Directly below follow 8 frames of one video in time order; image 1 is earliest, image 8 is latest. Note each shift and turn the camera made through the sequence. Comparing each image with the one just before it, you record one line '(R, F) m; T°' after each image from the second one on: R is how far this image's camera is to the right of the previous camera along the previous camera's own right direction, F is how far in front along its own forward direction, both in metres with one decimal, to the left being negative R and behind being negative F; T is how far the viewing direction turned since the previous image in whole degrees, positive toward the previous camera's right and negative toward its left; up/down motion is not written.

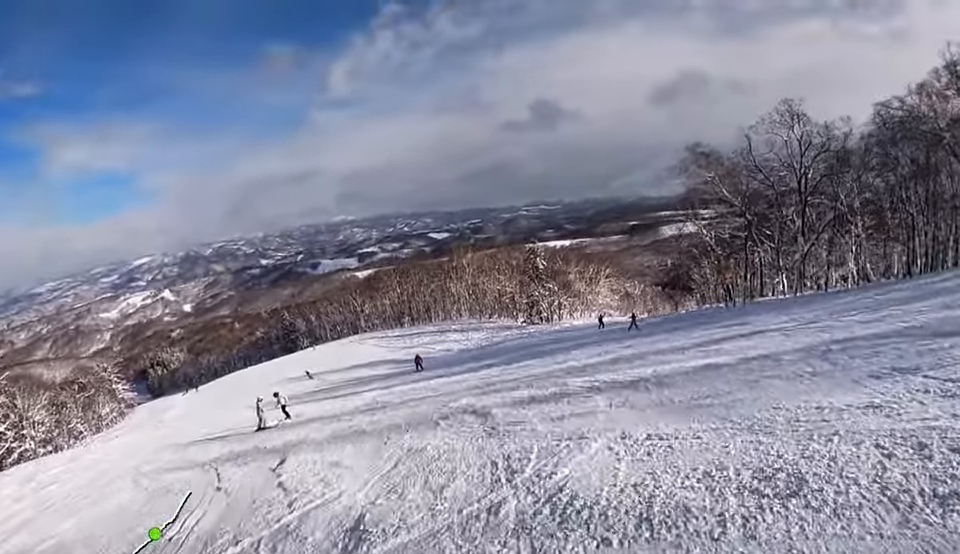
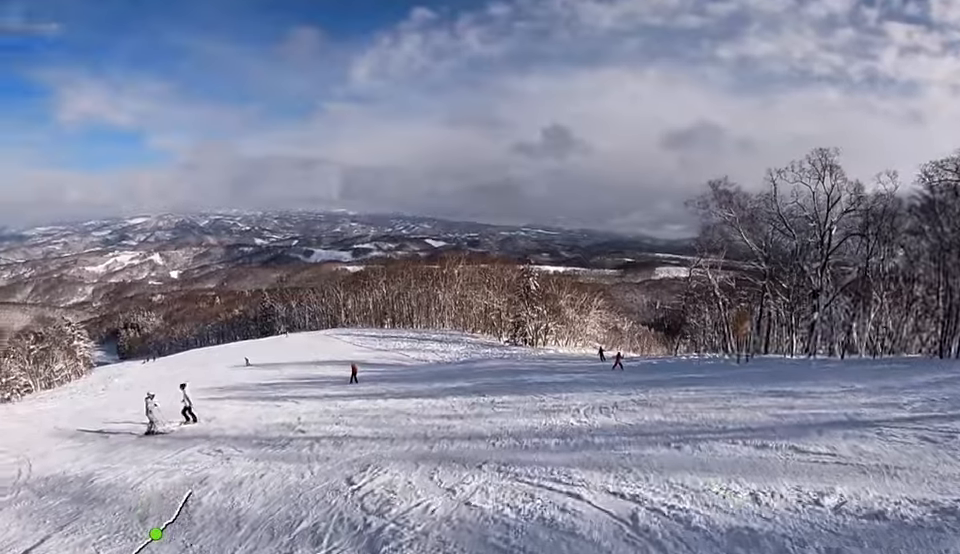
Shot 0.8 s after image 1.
(+1.6, +5.1) m; +4°
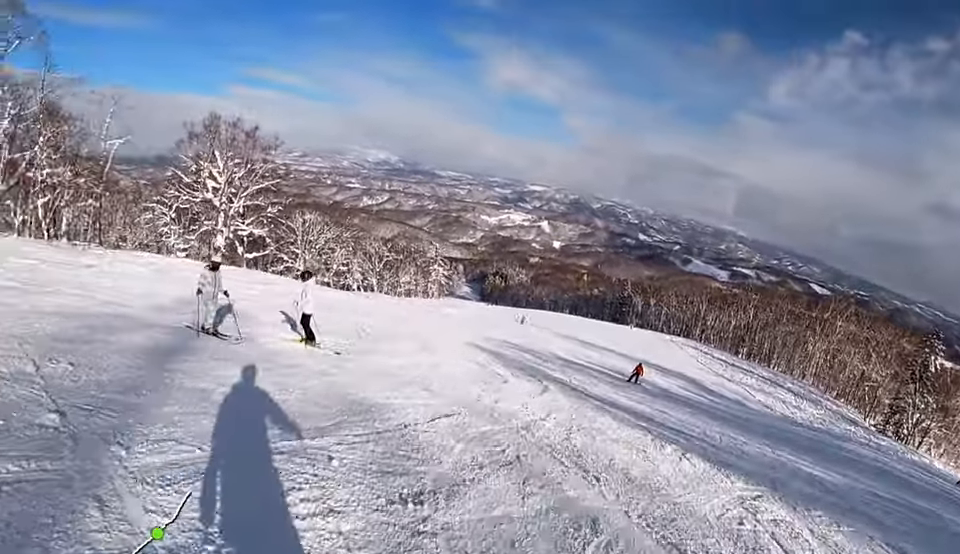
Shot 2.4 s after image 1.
(-2.4, +10.7) m; -27°
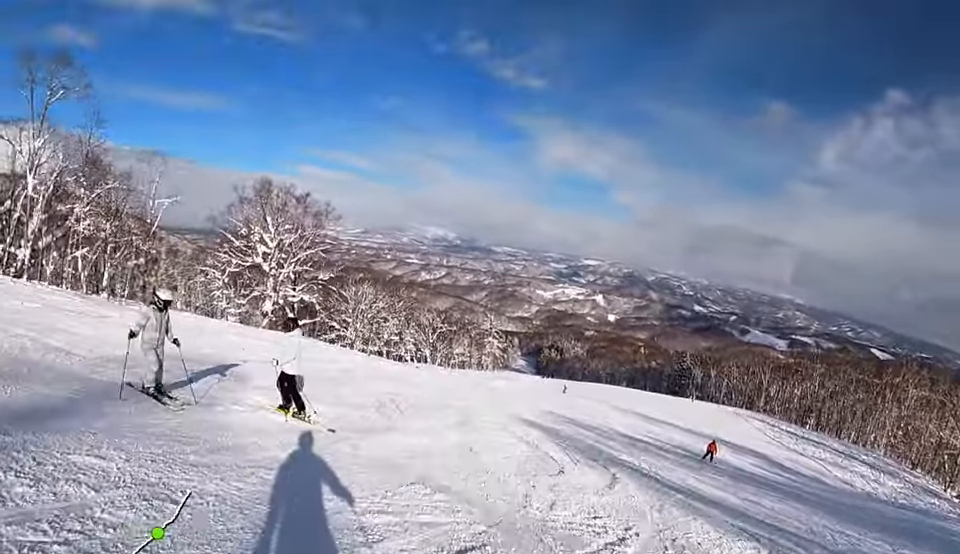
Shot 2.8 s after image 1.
(0.0, +3.0) m; -9°
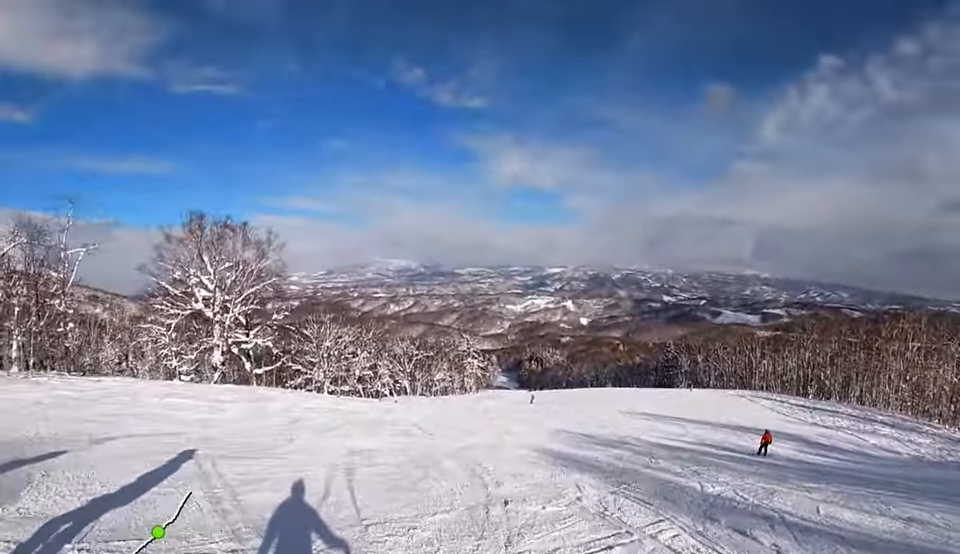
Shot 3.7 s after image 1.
(-1.3, +6.7) m; -3°
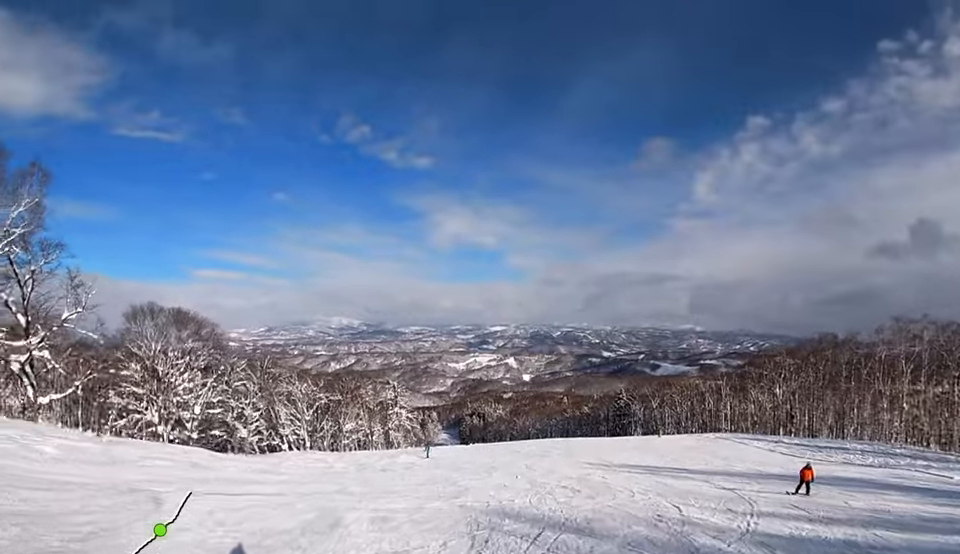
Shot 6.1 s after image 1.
(+2.0, +19.6) m; -4°
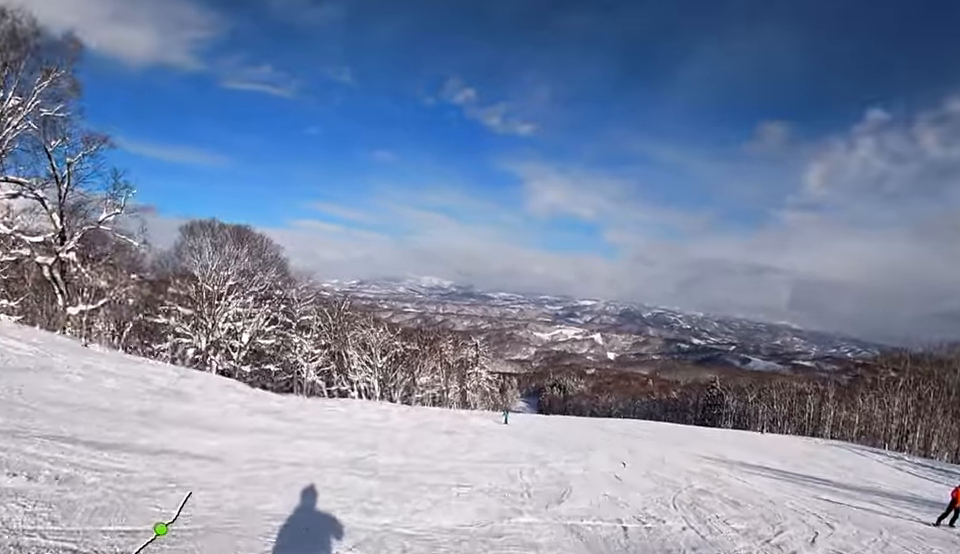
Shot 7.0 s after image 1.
(-1.1, +7.4) m; -3°
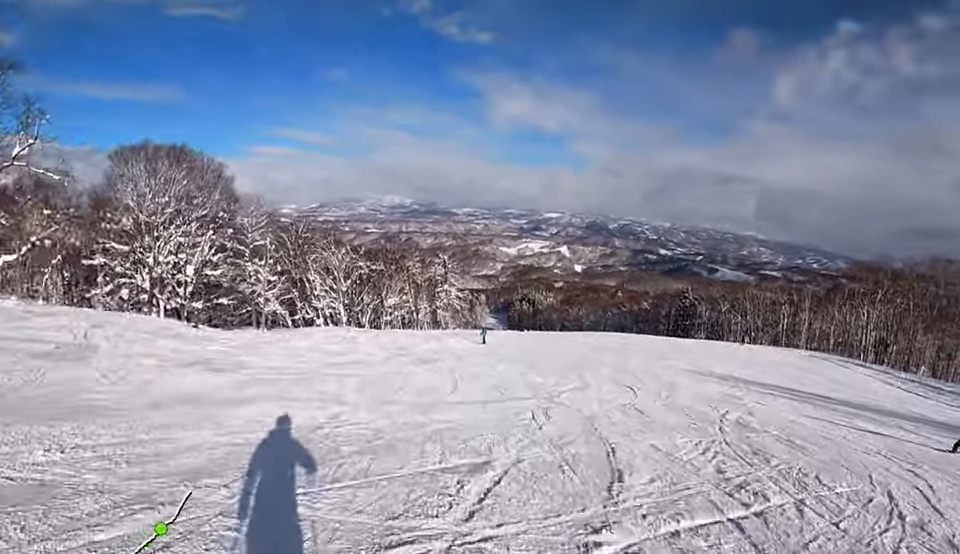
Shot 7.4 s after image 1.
(+0.3, +3.5) m; +8°
